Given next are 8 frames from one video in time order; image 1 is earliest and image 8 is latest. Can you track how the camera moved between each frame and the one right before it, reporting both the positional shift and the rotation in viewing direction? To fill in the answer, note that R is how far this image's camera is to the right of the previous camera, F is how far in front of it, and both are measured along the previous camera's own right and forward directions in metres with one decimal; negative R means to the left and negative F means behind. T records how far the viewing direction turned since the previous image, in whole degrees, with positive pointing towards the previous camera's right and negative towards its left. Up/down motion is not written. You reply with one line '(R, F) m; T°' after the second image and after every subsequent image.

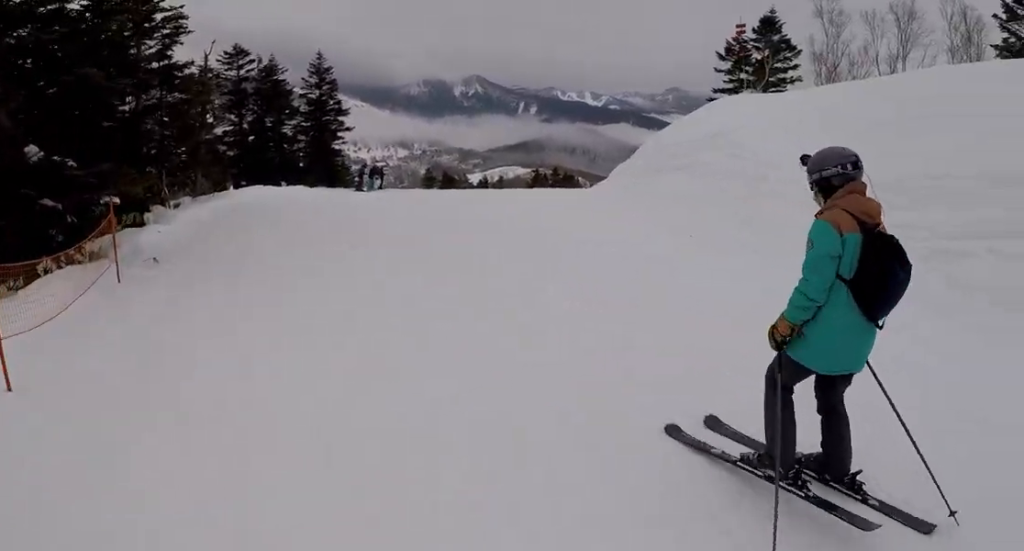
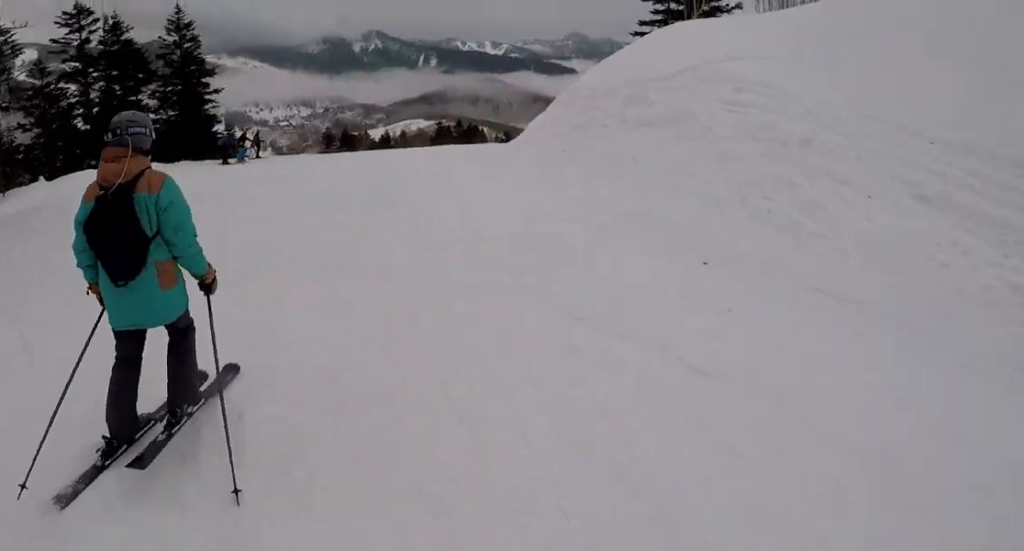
(+0.2, +5.7) m; +1°
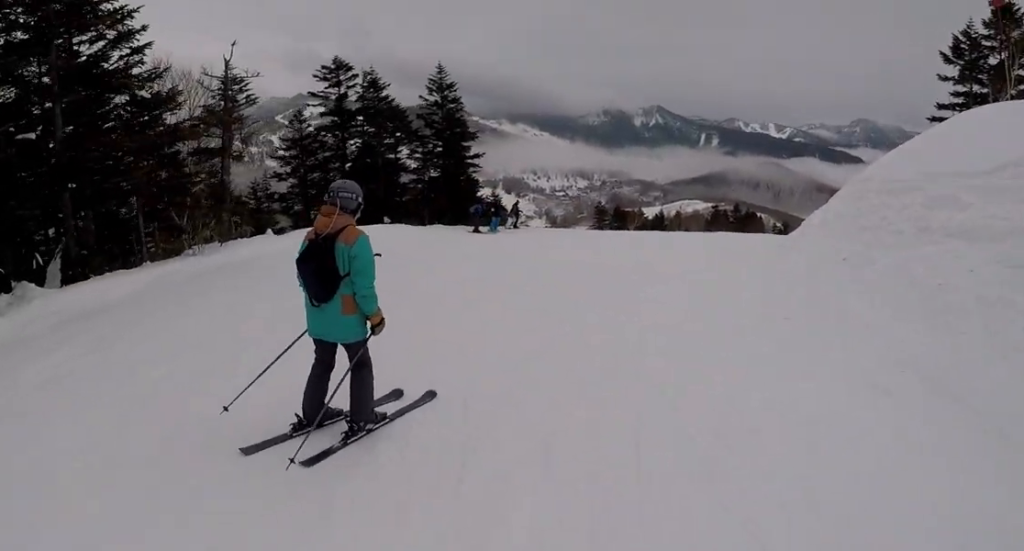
(0.0, +2.3) m; -7°
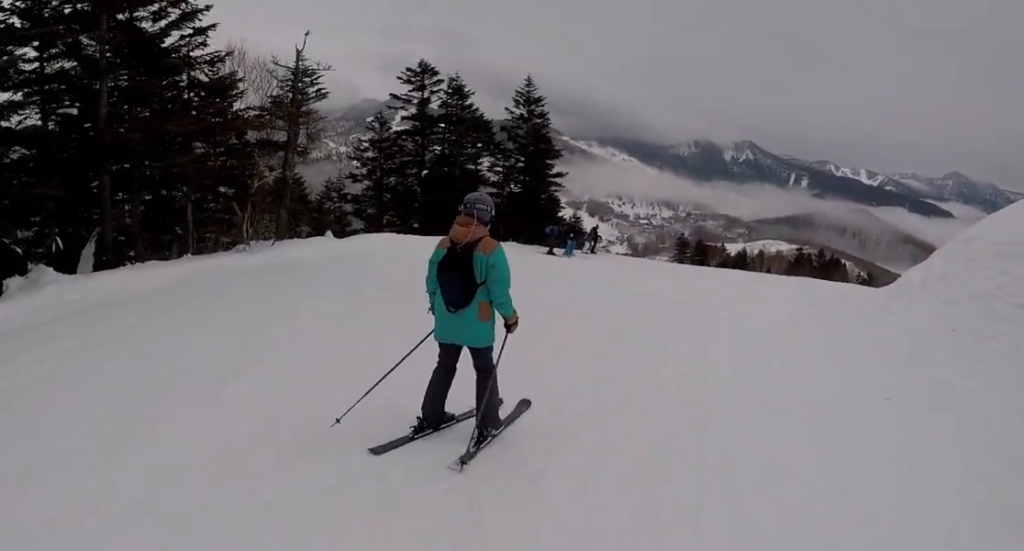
(-0.1, +1.3) m; -5°
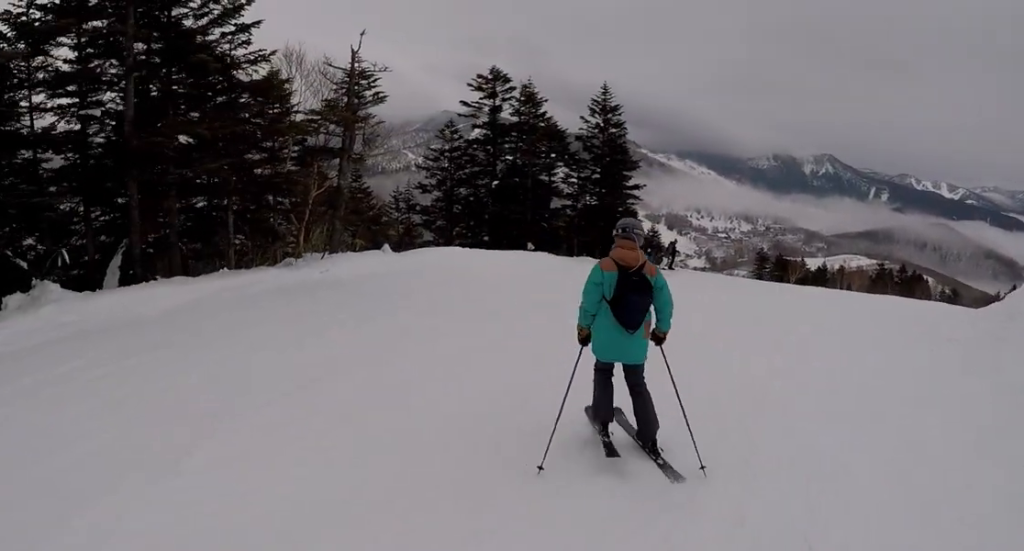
(-0.1, +1.5) m; -7°
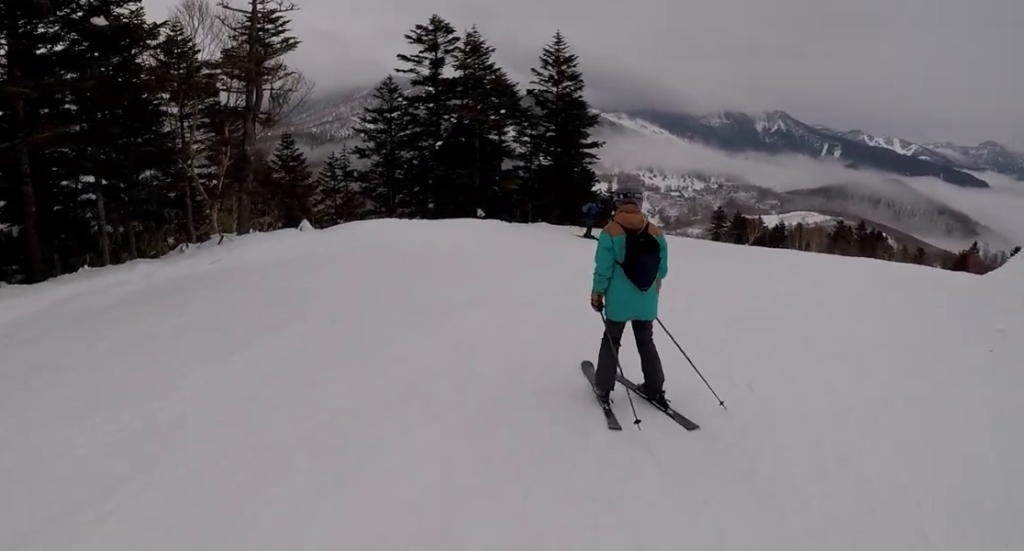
(-0.4, +3.1) m; -6°
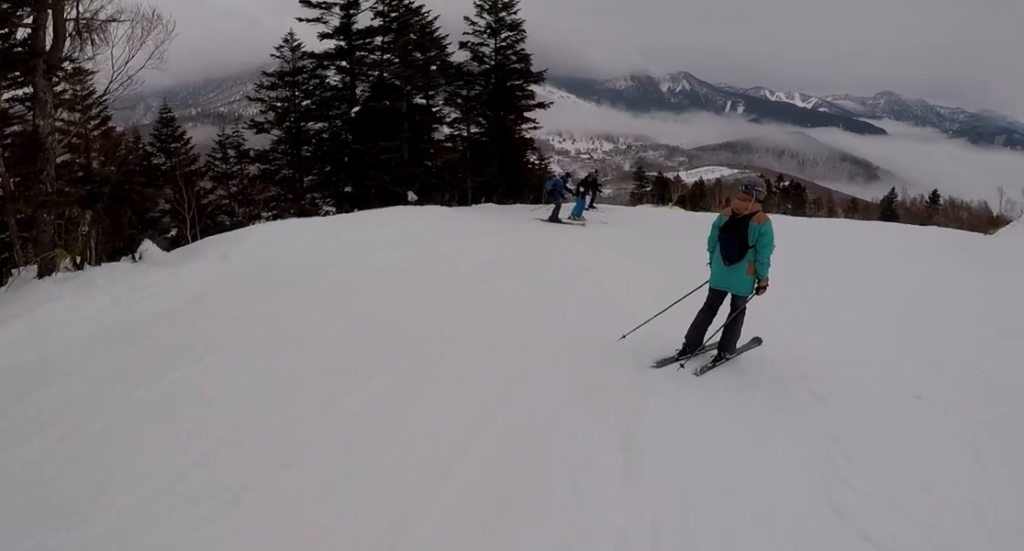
(+0.4, +6.4) m; +31°
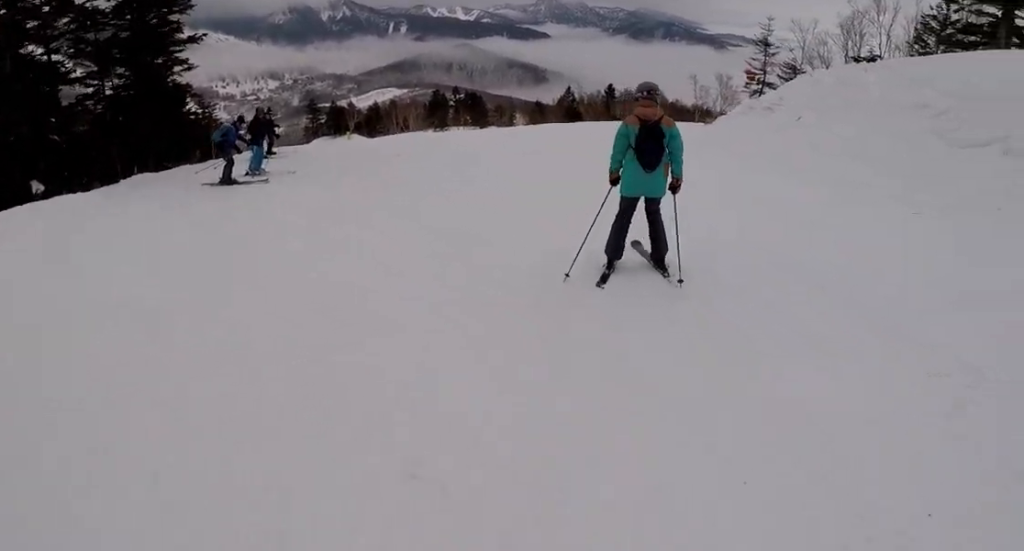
(+1.7, +3.5) m; +16°
